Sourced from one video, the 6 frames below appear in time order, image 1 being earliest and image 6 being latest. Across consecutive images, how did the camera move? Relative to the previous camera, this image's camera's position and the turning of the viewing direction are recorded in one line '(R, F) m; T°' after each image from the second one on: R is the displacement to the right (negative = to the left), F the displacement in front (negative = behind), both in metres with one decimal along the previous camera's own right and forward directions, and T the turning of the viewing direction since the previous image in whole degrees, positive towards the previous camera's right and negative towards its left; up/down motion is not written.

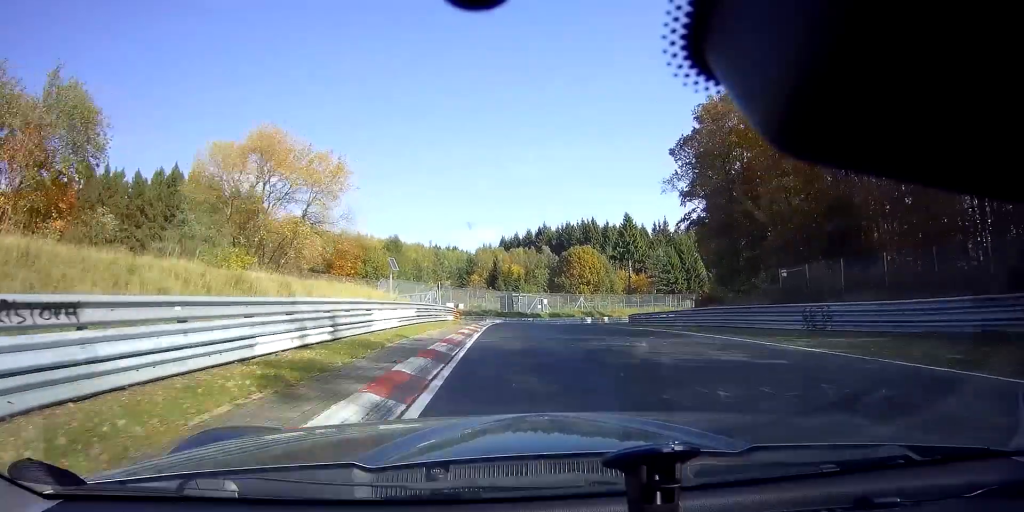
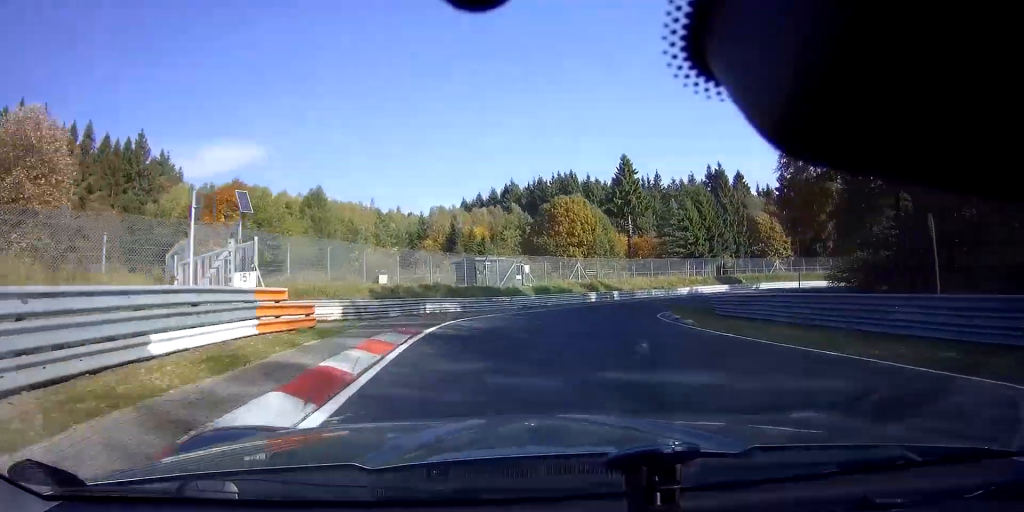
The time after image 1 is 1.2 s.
(+1.0, +29.2) m; +8°
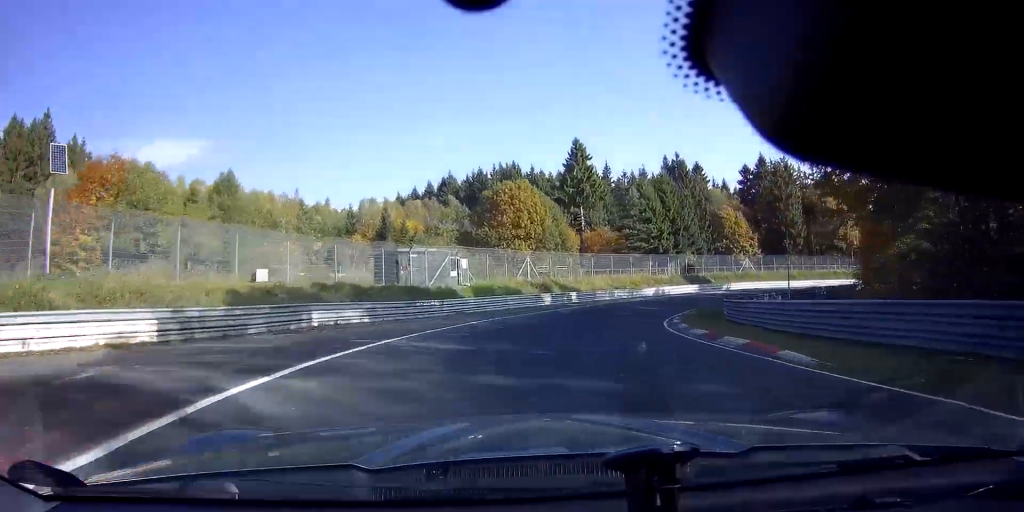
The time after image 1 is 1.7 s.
(+1.0, +11.3) m; +8°
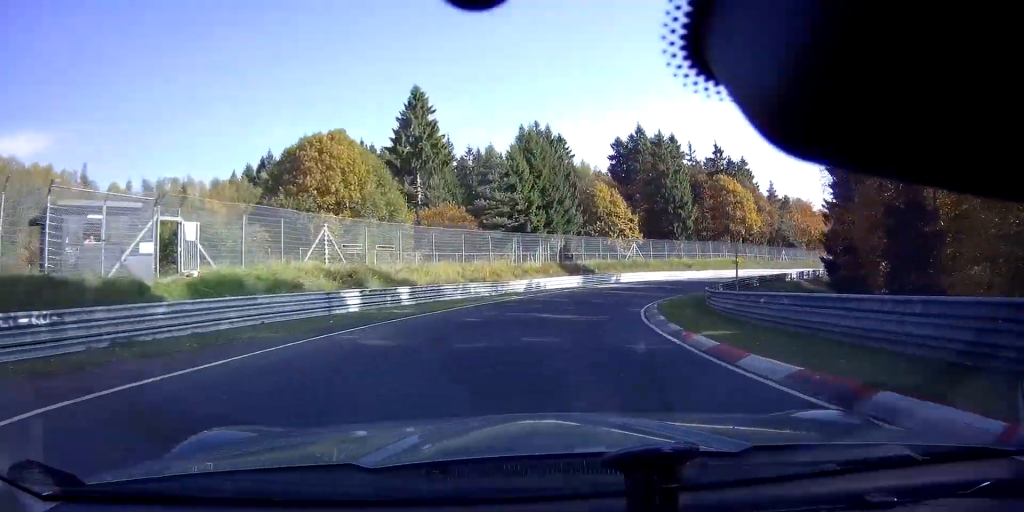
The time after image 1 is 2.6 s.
(+2.7, +21.0) m; +17°
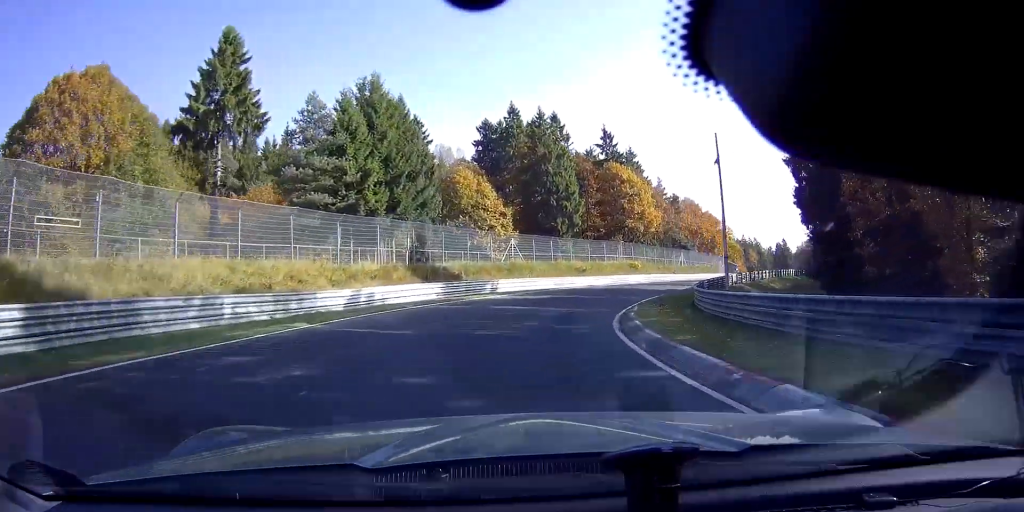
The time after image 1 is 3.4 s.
(+2.2, +17.9) m; +16°
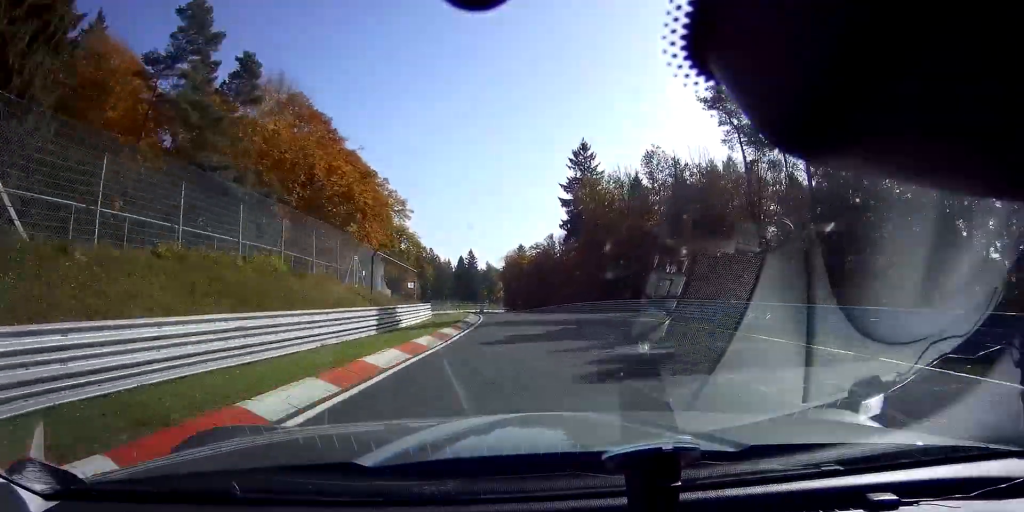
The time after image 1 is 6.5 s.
(+31.5, +80.3) m; +27°
